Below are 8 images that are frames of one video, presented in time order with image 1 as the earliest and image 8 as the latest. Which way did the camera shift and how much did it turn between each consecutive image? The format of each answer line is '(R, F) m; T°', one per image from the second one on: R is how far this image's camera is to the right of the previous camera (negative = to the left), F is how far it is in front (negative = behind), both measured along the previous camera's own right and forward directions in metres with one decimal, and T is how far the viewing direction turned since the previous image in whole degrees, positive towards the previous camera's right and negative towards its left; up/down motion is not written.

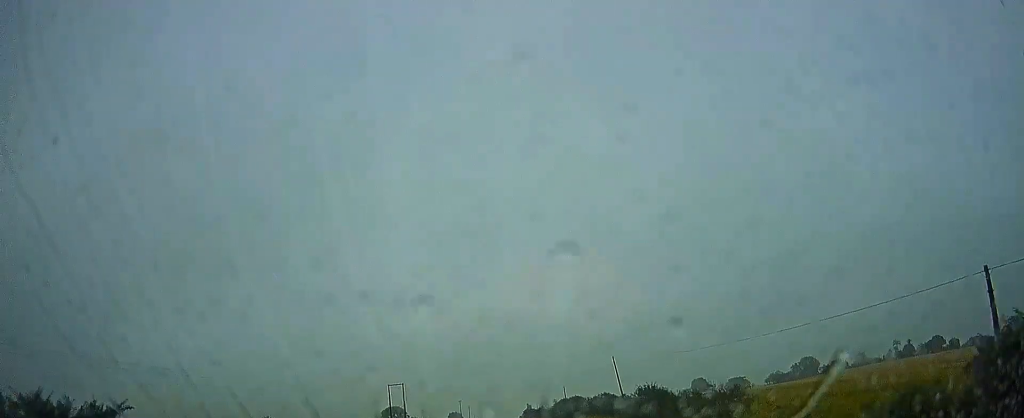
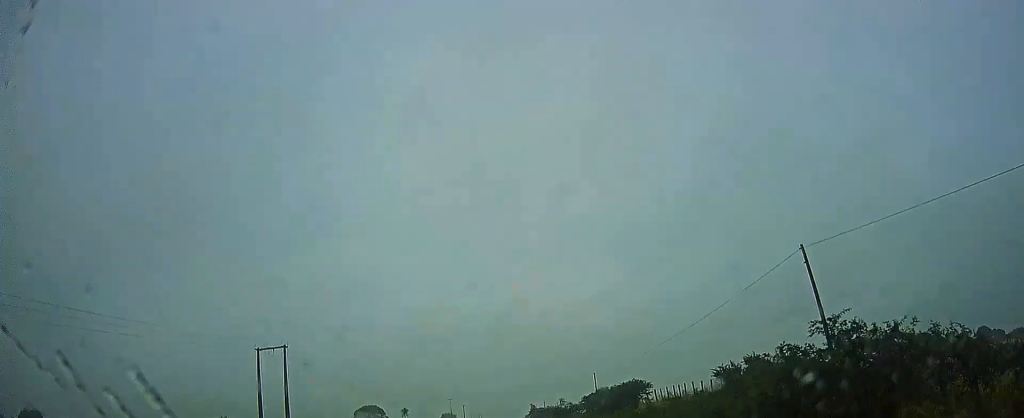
(+0.6, +52.4) m; 0°
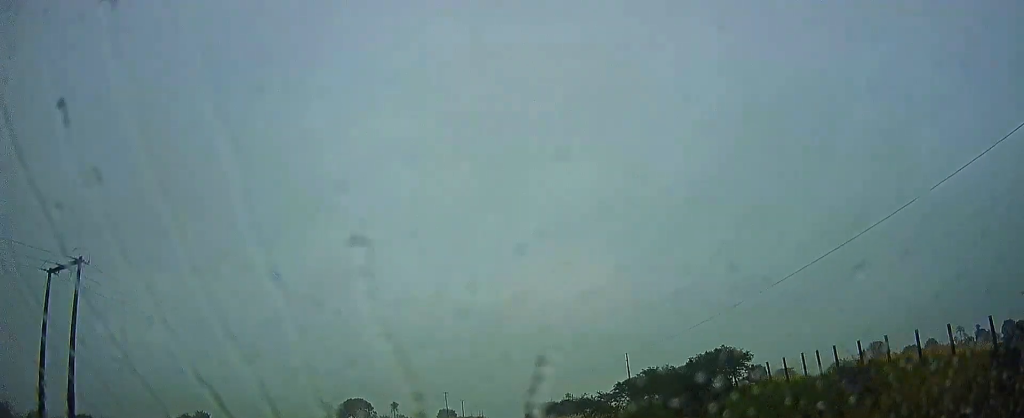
(-0.1, +25.4) m; -1°
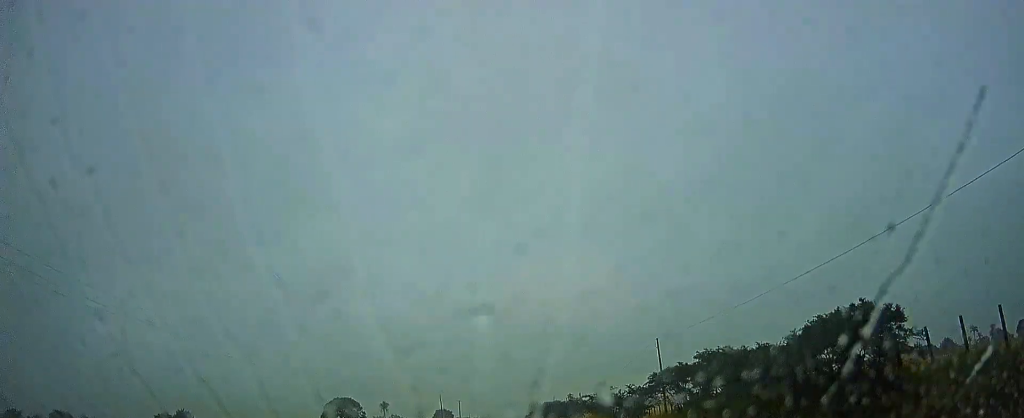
(-0.2, +15.7) m; -1°
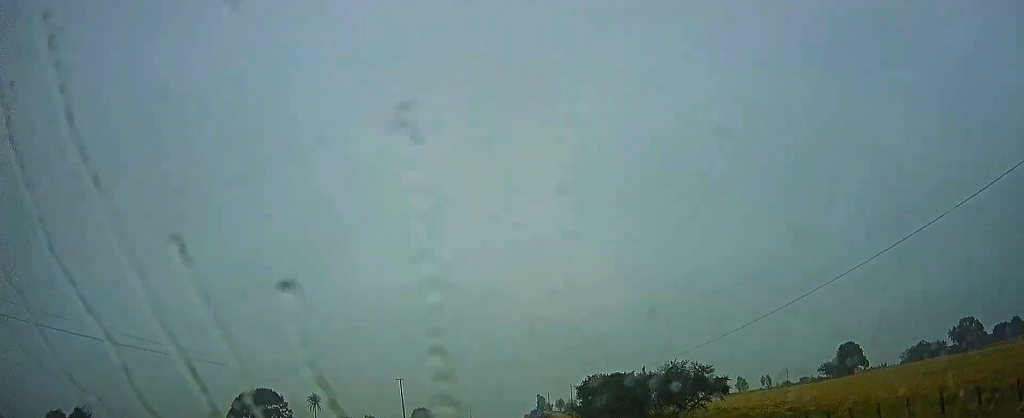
(-0.3, +64.9) m; 0°
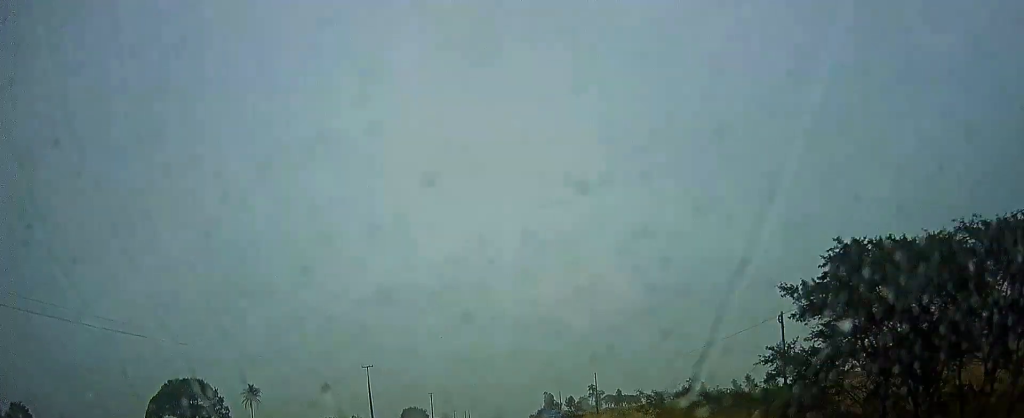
(+0.4, +33.5) m; +1°
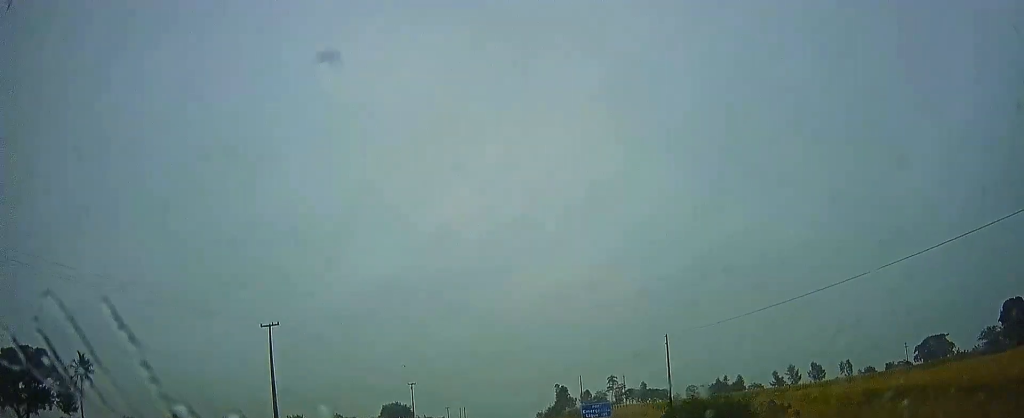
(-0.1, +43.1) m; -1°
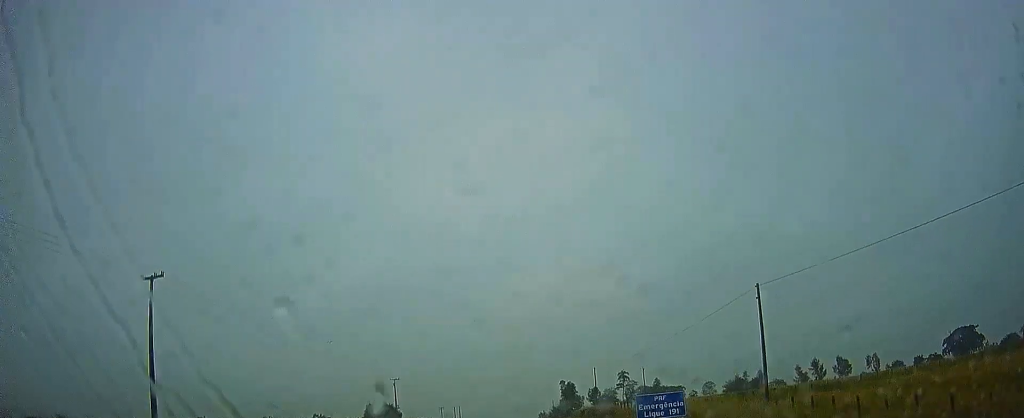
(-0.1, +21.5) m; 0°
